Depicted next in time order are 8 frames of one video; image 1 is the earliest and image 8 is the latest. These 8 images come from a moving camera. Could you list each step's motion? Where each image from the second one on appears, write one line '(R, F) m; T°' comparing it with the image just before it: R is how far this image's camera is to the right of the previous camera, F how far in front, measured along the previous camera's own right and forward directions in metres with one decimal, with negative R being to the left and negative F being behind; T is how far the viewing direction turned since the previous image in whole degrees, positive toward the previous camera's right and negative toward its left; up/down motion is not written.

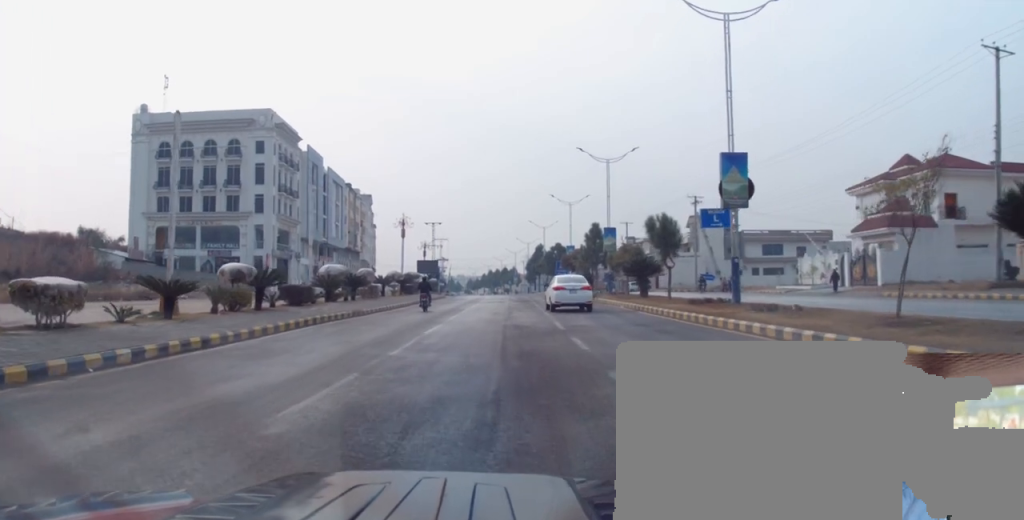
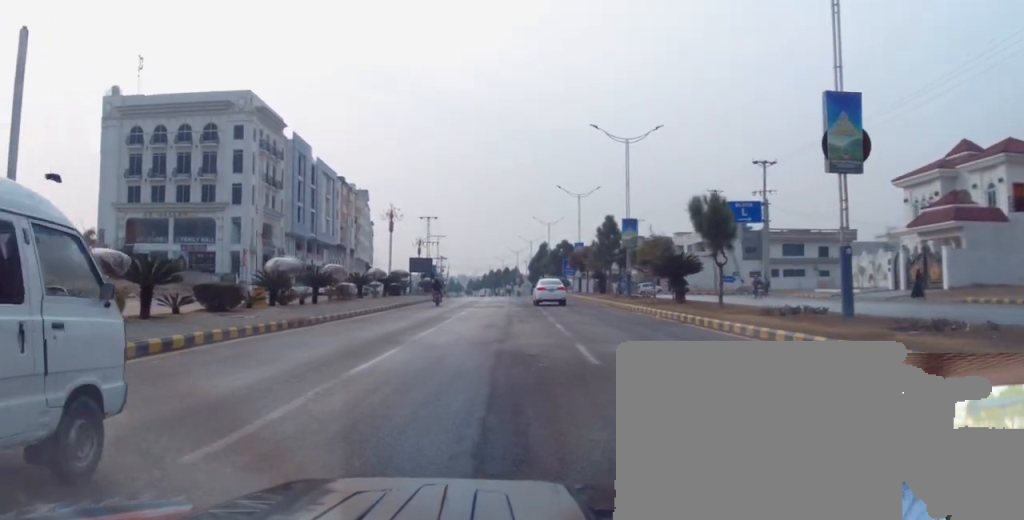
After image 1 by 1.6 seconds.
(0.0, +8.4) m; 0°
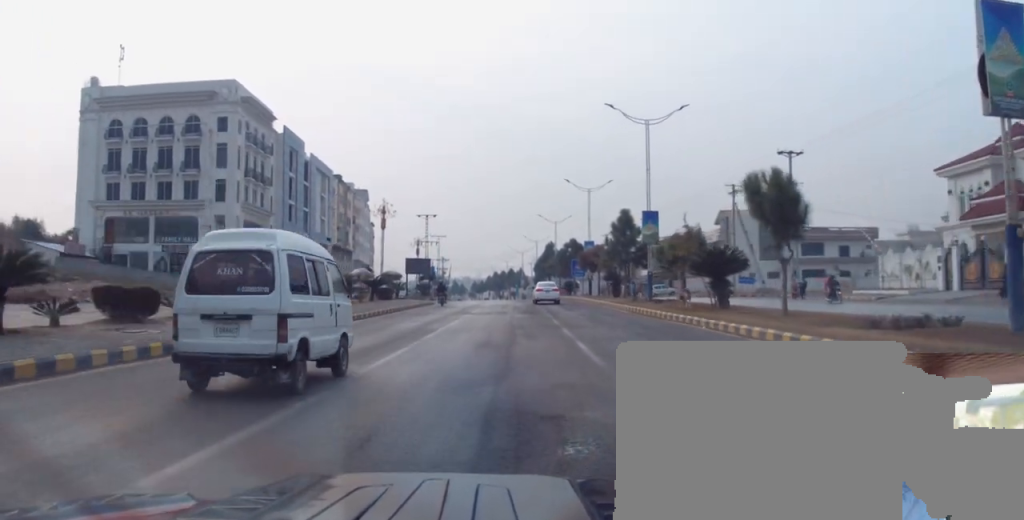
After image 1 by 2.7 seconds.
(-0.3, +5.9) m; -5°
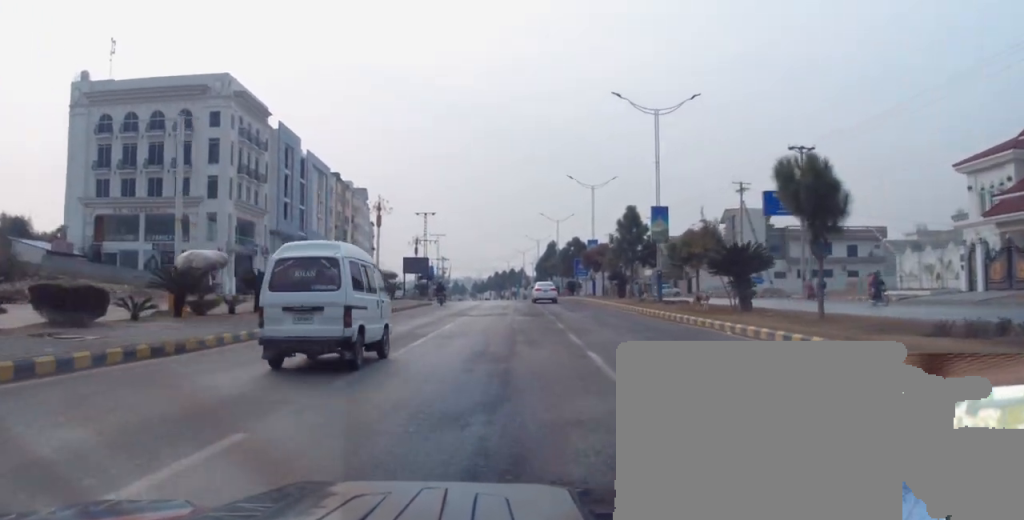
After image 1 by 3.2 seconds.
(-0.1, +2.4) m; 0°
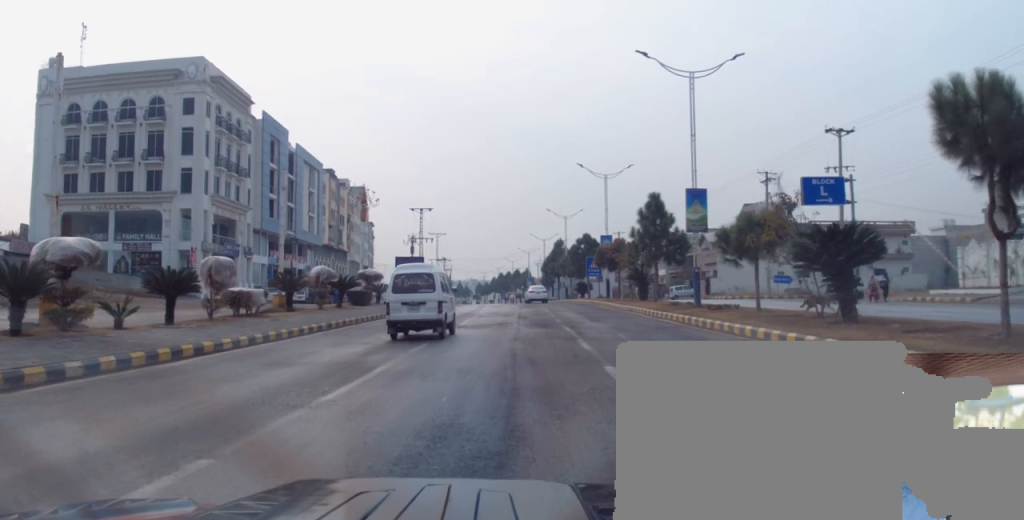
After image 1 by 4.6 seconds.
(0.0, +7.2) m; +4°
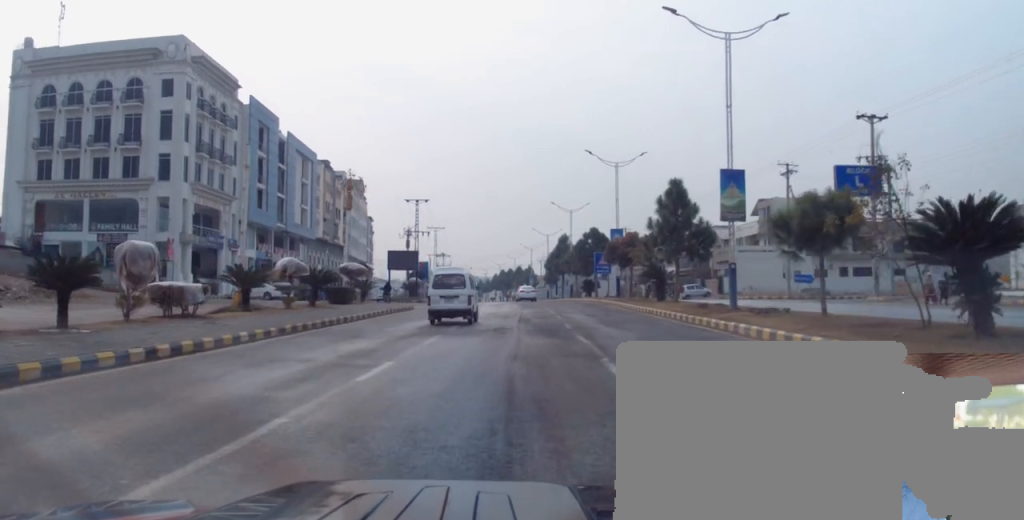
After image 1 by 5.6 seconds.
(+0.3, +5.0) m; +1°
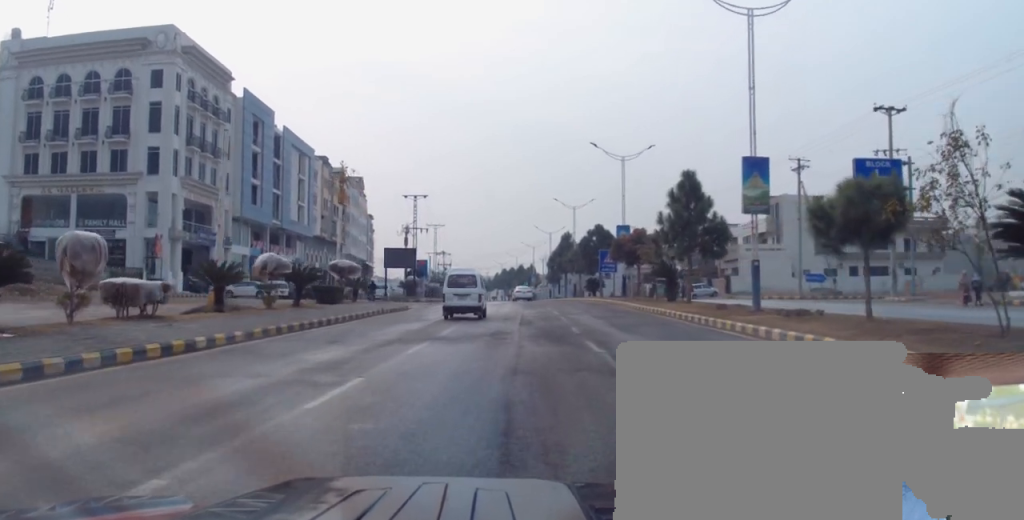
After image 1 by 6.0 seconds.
(0.0, +2.4) m; -1°
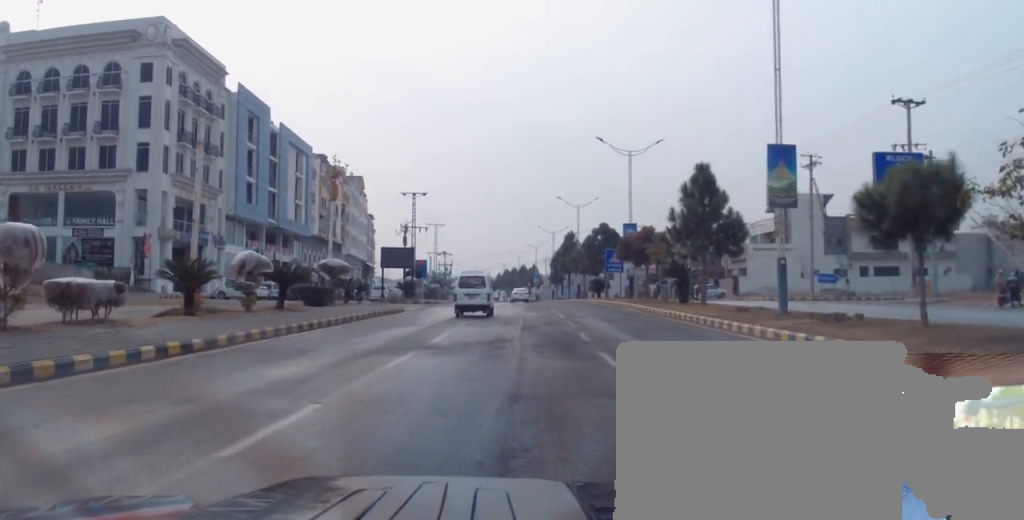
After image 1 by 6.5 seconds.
(-0.1, +2.3) m; -2°
